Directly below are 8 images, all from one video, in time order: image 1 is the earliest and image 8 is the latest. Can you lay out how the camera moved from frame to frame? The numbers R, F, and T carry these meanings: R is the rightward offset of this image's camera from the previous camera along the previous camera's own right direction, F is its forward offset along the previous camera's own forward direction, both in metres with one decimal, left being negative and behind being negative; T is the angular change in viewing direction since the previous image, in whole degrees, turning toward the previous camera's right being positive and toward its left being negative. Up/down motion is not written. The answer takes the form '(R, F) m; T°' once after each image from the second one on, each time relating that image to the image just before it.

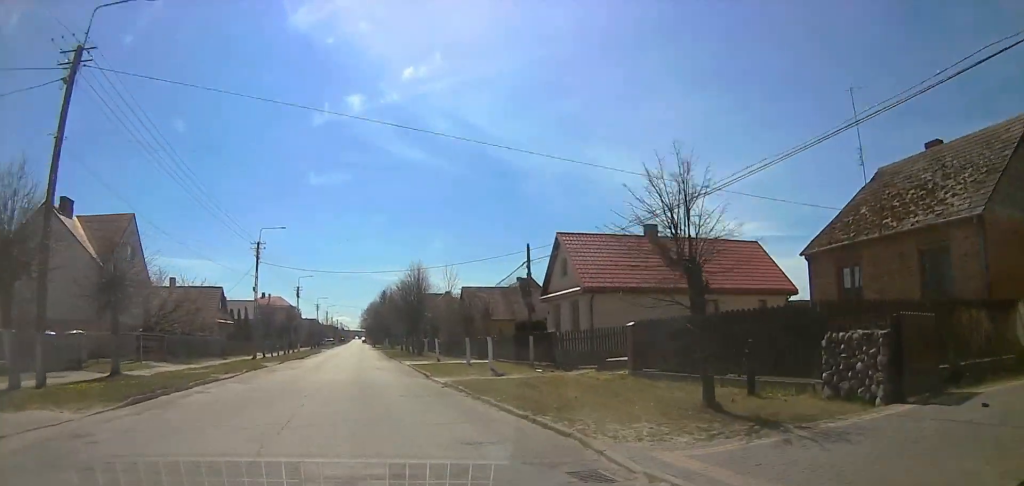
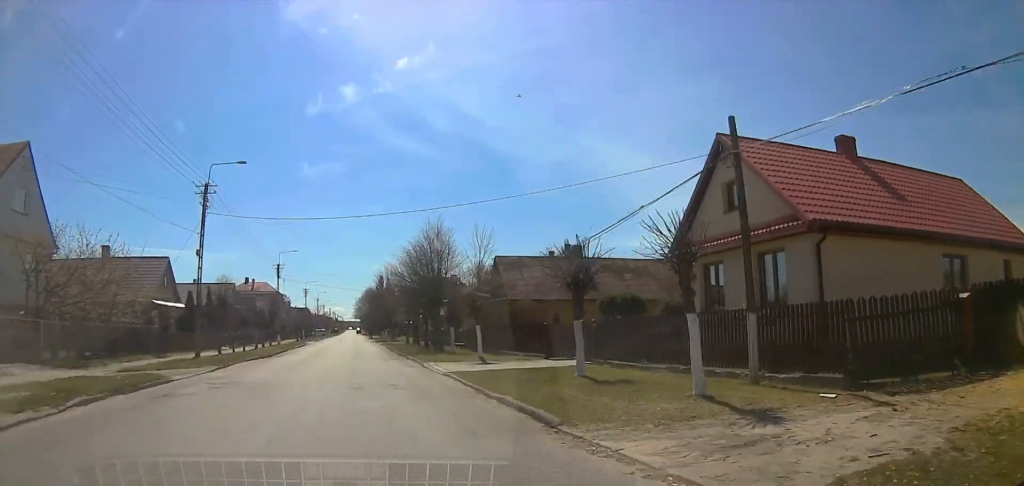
(-0.4, +16.2) m; +2°
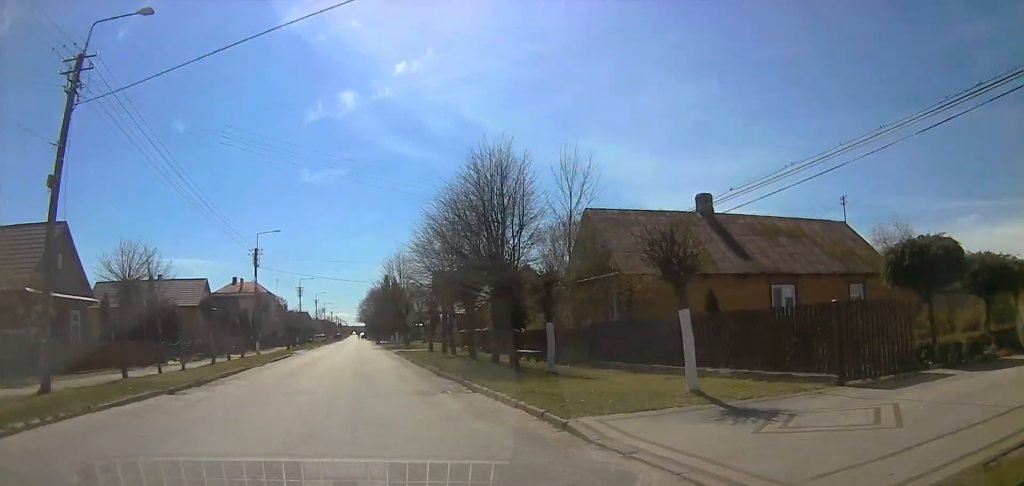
(+1.0, +16.7) m; +3°
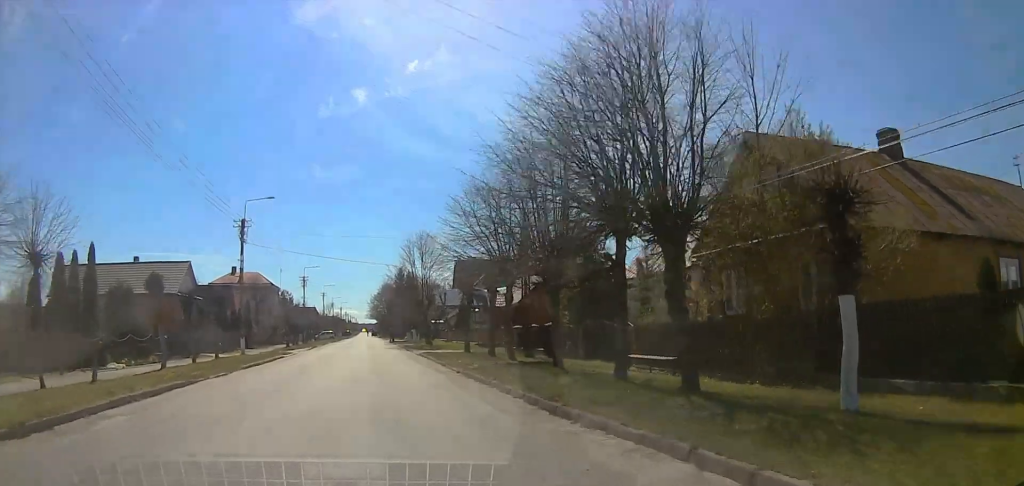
(0.0, +10.9) m; 0°
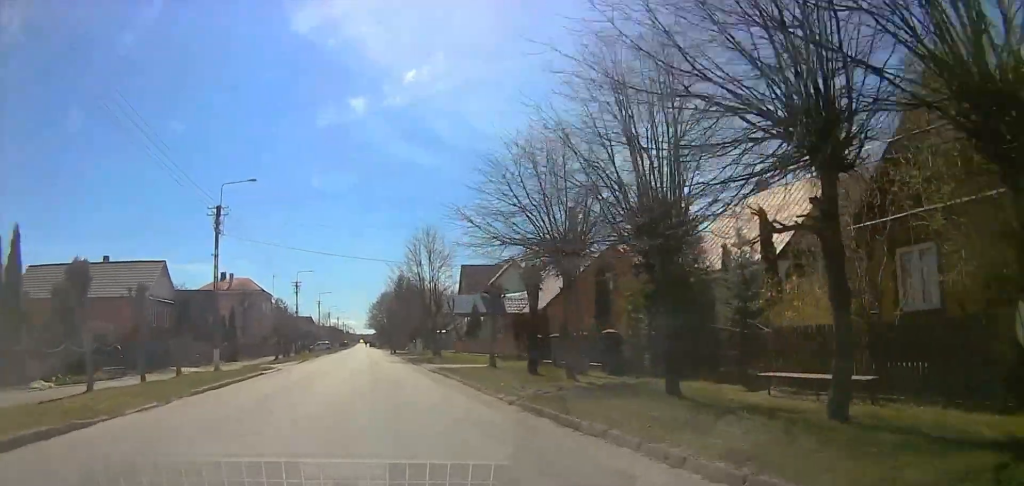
(0.0, +6.7) m; 0°
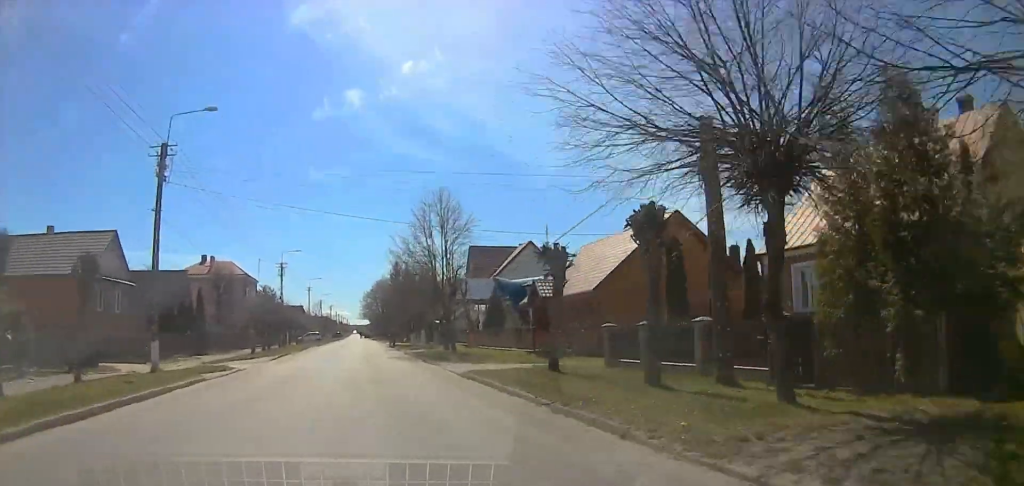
(0.0, +9.2) m; -2°
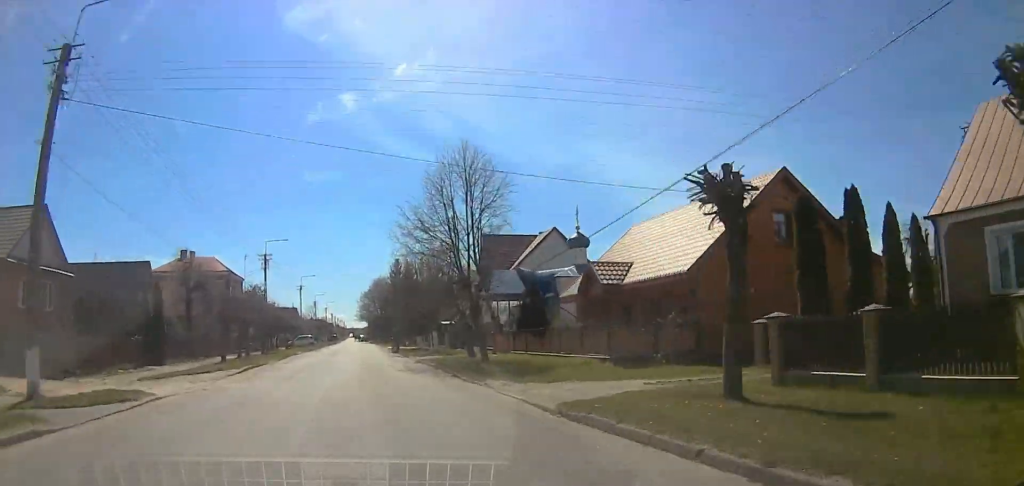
(-0.1, +9.1) m; -2°
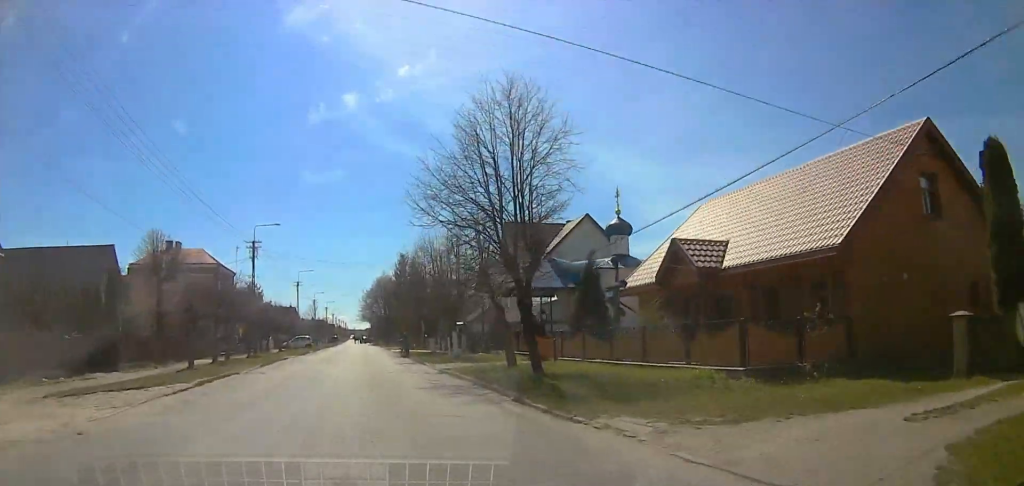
(-0.6, +8.0) m; 0°
